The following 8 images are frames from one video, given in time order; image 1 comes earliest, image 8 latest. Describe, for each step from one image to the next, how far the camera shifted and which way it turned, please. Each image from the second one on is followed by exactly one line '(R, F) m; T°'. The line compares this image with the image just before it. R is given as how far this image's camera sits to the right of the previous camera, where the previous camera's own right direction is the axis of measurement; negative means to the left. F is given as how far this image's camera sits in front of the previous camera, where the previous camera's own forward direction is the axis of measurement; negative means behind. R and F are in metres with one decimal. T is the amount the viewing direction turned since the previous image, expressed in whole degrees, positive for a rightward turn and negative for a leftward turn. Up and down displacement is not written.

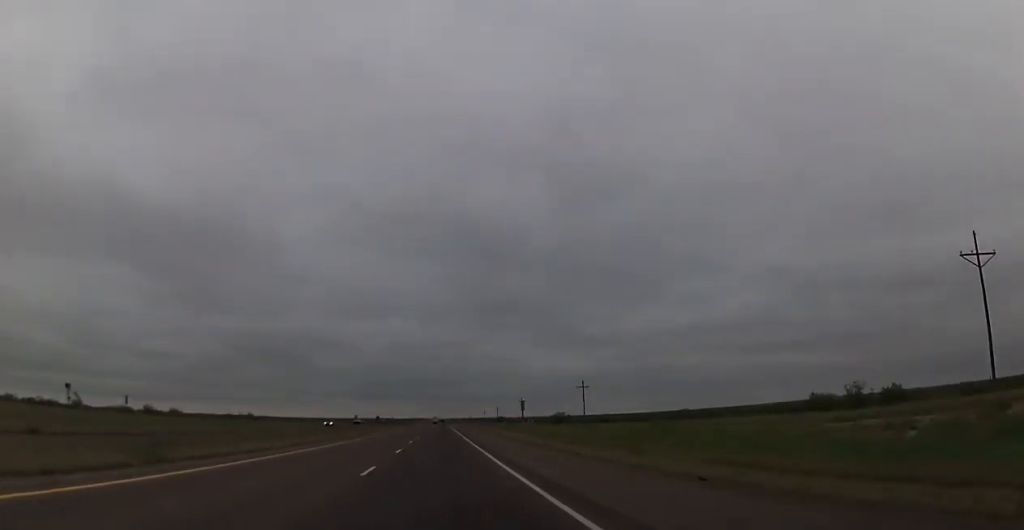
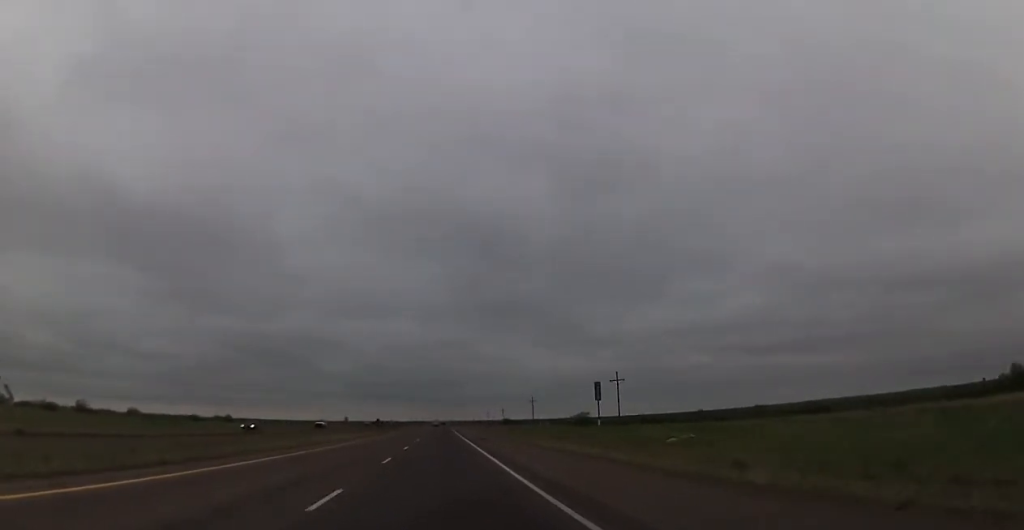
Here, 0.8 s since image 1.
(-0.1, +30.6) m; 0°
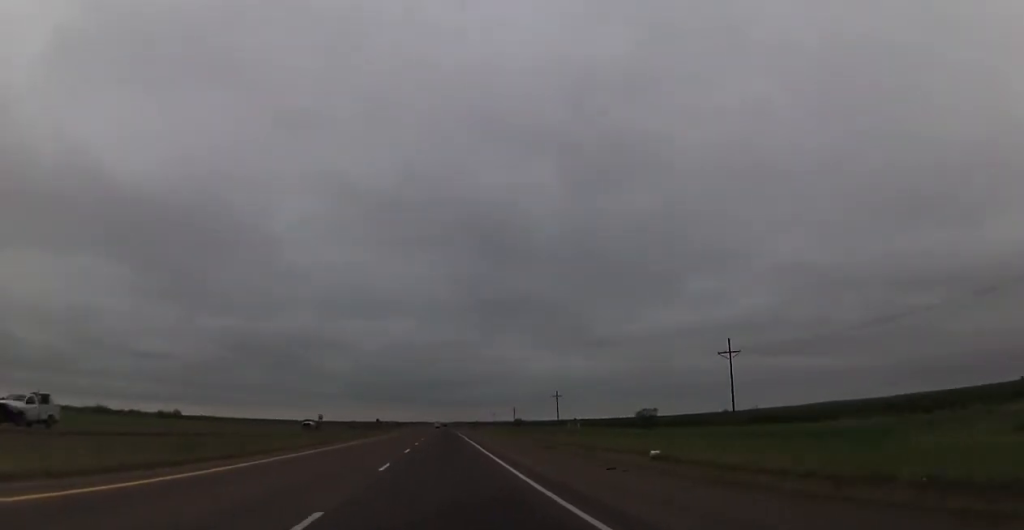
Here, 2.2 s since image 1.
(+0.1, +51.5) m; +1°
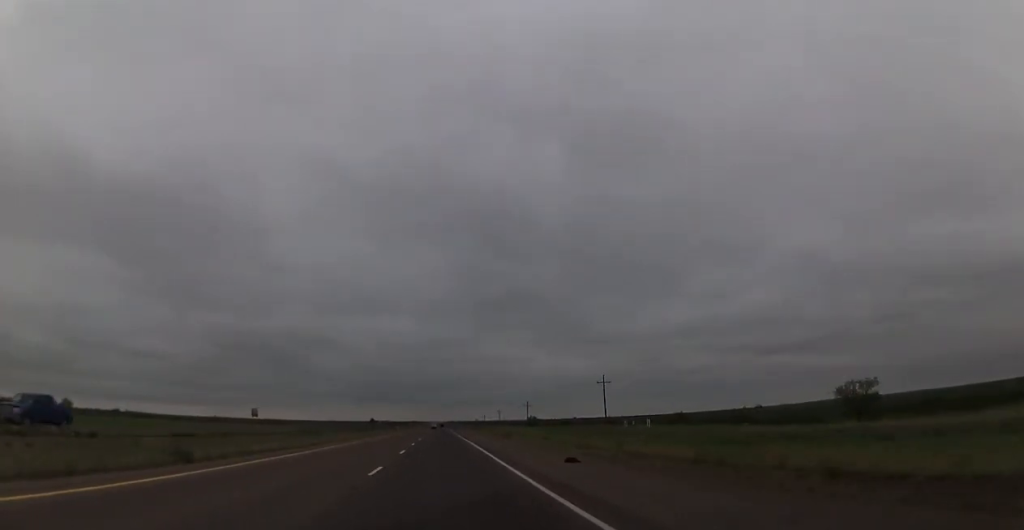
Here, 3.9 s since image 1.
(+0.1, +62.4) m; 0°
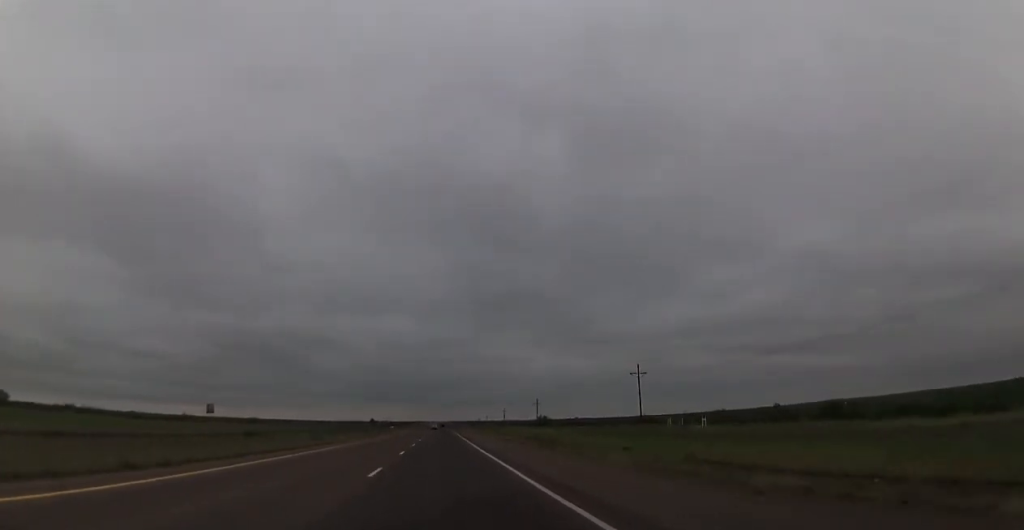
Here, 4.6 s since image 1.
(0.0, +24.5) m; 0°
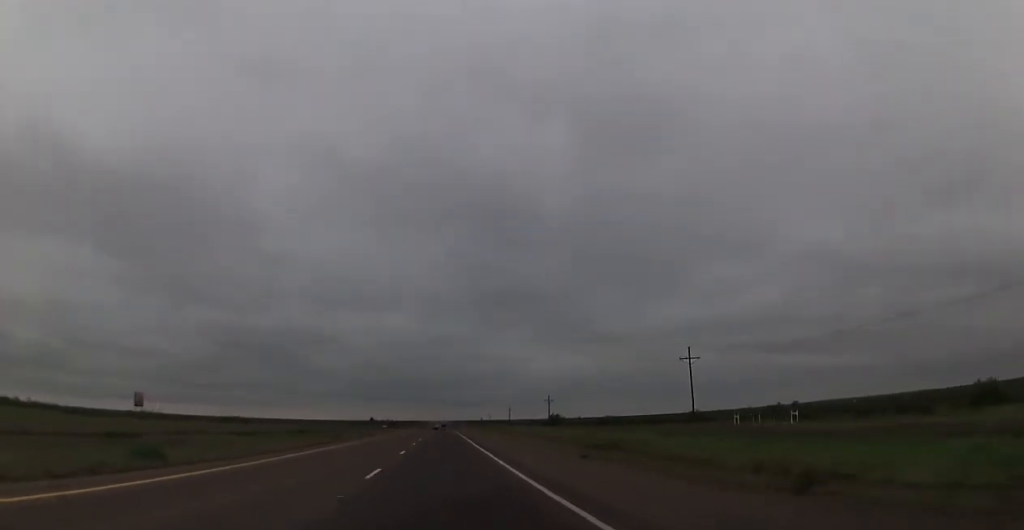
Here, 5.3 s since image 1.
(-0.3, +24.5) m; 0°
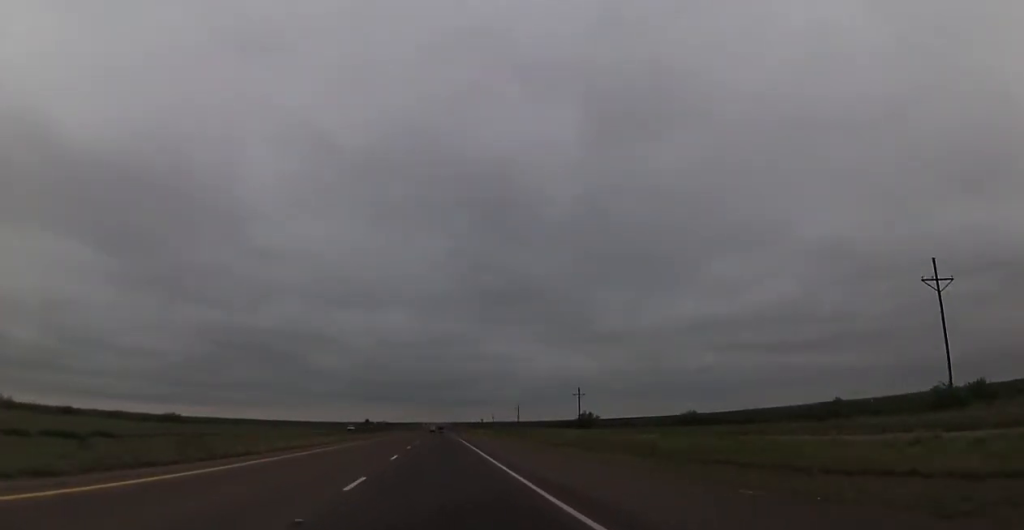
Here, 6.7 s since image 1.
(+0.6, +51.4) m; +1°
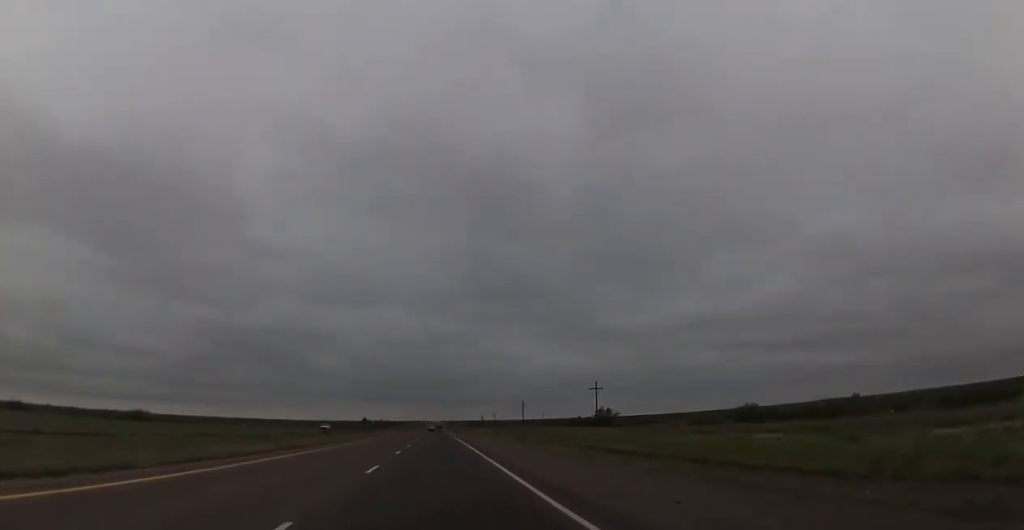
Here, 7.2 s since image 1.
(0.0, +19.6) m; 0°
